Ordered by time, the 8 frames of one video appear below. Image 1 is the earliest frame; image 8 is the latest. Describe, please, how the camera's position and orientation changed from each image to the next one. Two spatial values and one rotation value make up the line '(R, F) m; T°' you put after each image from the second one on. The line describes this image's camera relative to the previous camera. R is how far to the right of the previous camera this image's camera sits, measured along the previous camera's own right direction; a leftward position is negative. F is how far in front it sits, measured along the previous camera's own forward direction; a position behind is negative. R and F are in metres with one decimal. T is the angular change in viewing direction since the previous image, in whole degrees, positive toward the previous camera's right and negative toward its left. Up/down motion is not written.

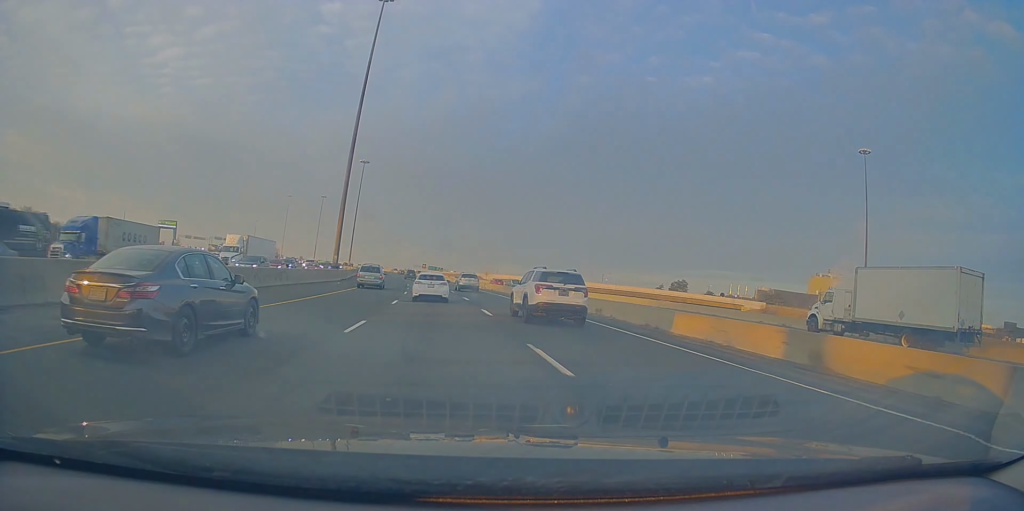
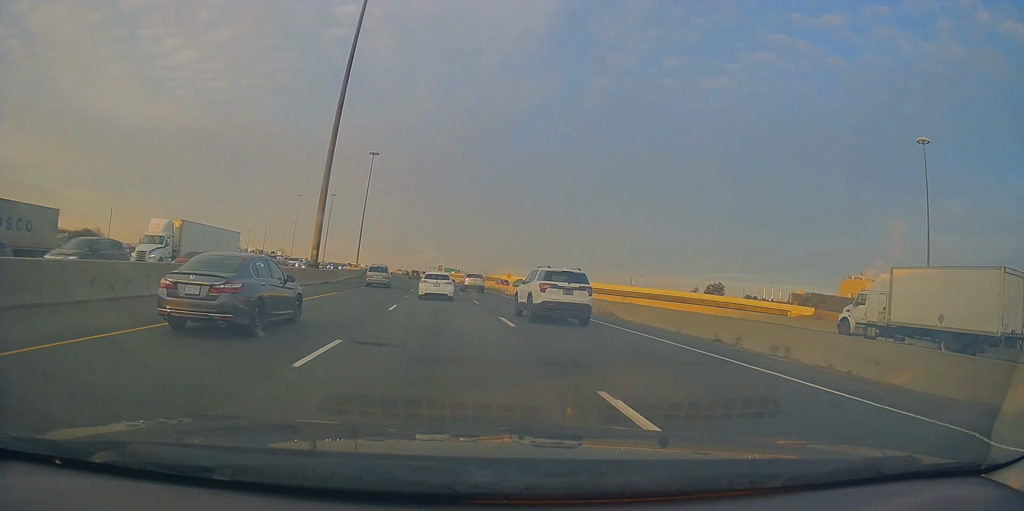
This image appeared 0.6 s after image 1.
(-0.3, +16.2) m; -2°
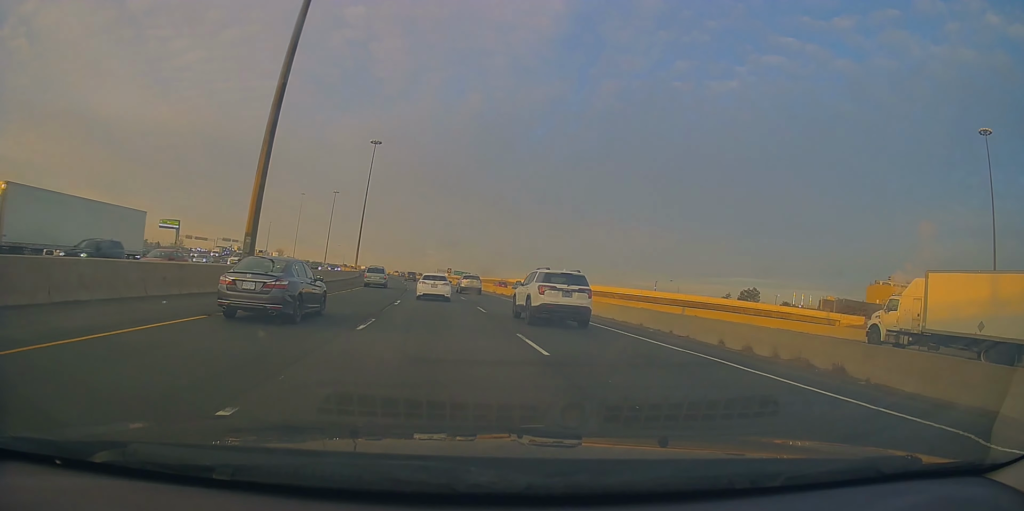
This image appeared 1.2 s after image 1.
(-0.2, +17.1) m; -1°
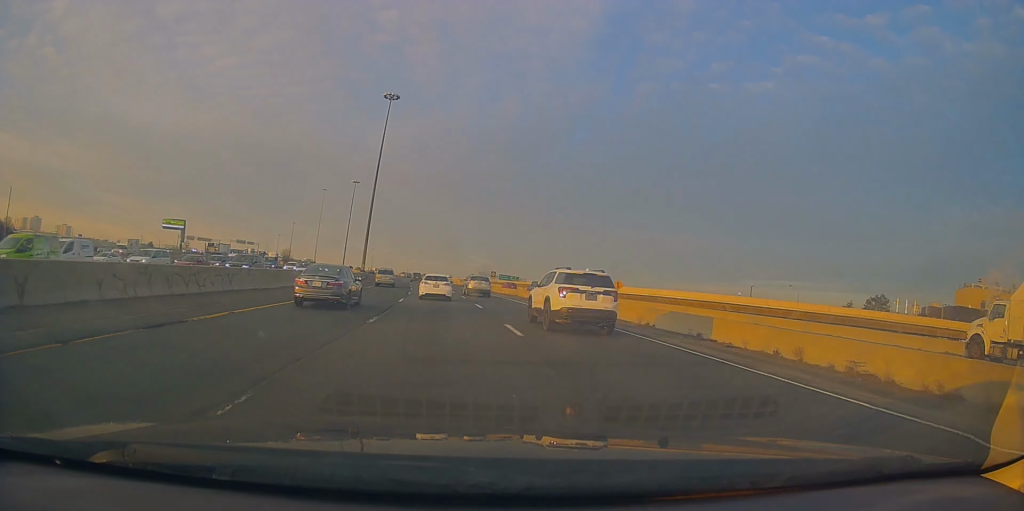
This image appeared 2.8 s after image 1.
(-1.5, +44.1) m; -5°
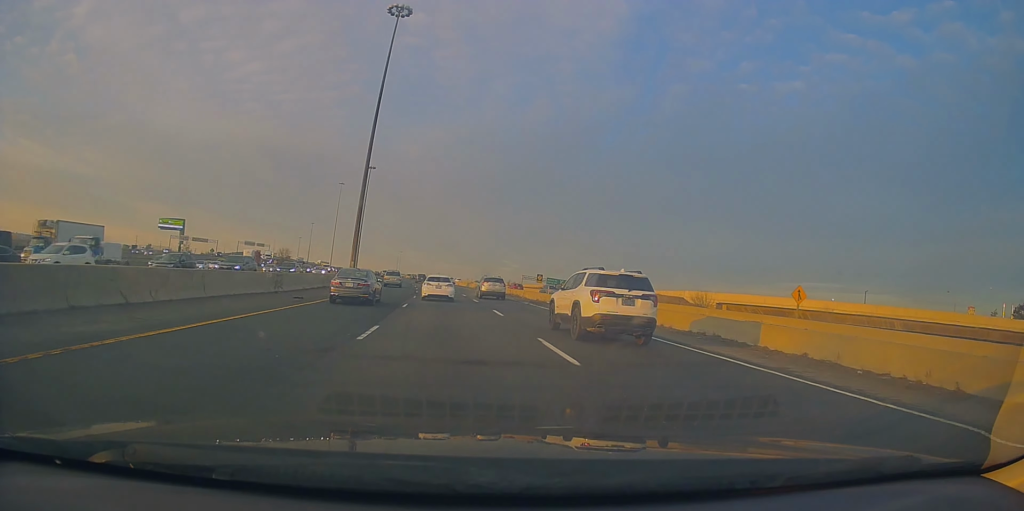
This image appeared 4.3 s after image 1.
(-1.3, +40.0) m; -3°
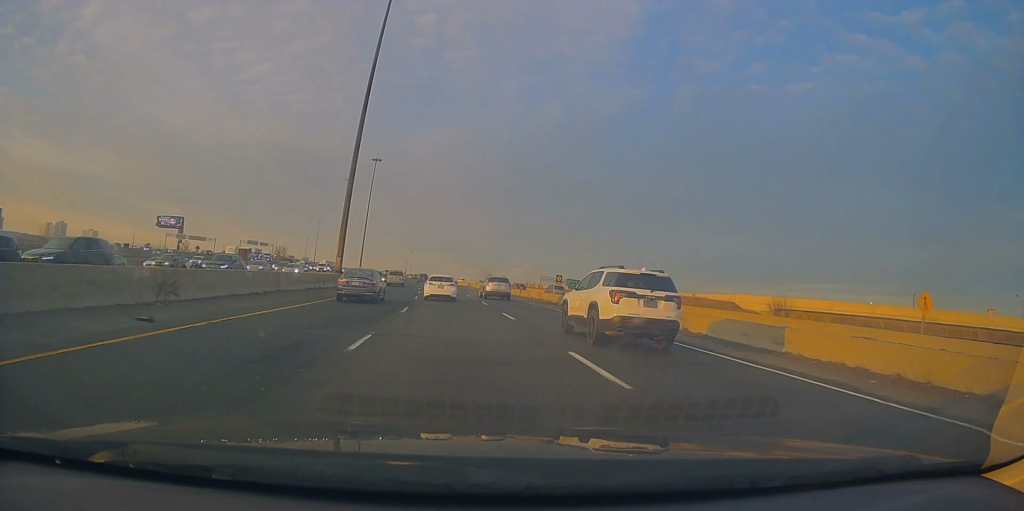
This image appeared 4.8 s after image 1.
(0.0, +14.0) m; -1°
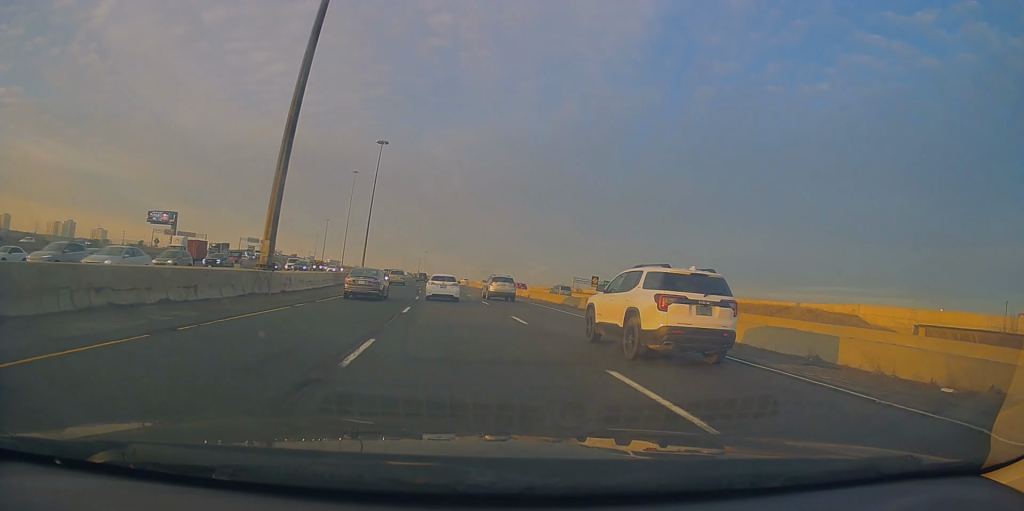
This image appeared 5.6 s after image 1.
(-0.5, +24.2) m; -2°
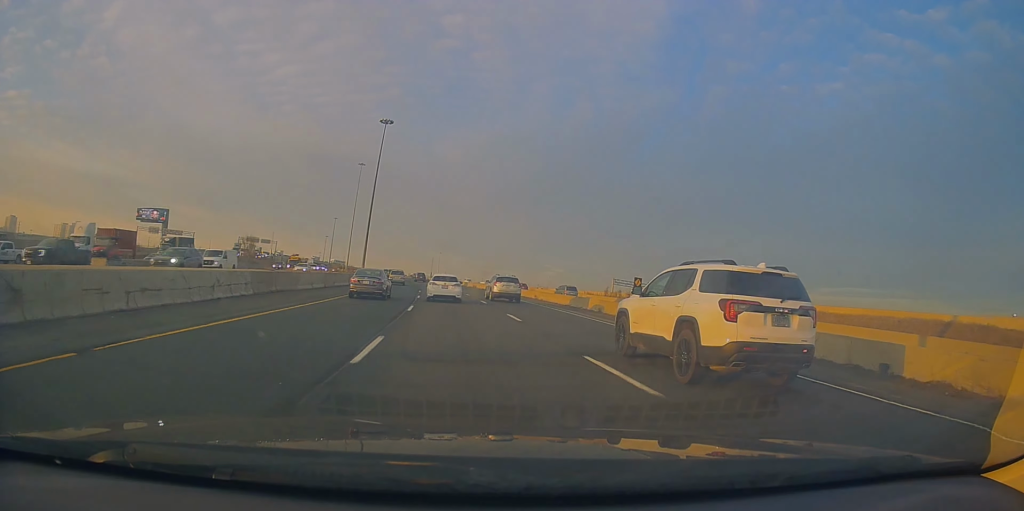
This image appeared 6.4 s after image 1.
(-0.5, +22.6) m; -2°
